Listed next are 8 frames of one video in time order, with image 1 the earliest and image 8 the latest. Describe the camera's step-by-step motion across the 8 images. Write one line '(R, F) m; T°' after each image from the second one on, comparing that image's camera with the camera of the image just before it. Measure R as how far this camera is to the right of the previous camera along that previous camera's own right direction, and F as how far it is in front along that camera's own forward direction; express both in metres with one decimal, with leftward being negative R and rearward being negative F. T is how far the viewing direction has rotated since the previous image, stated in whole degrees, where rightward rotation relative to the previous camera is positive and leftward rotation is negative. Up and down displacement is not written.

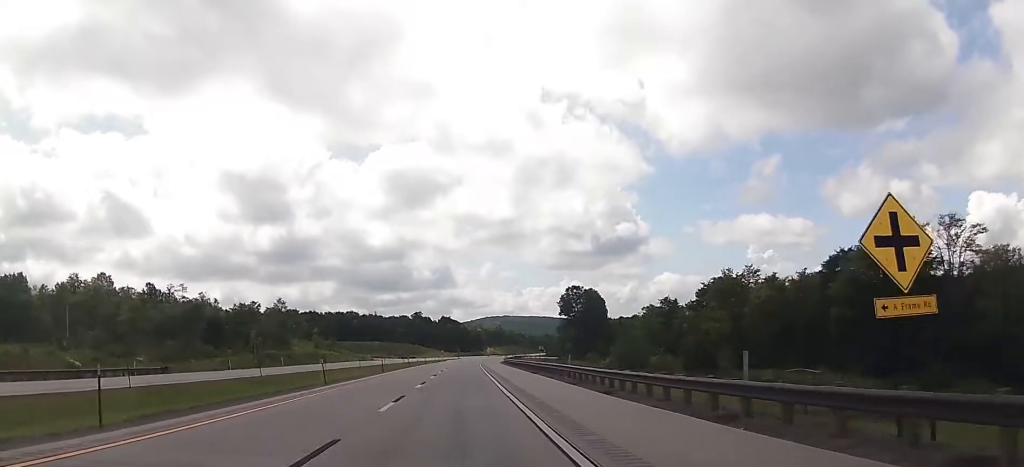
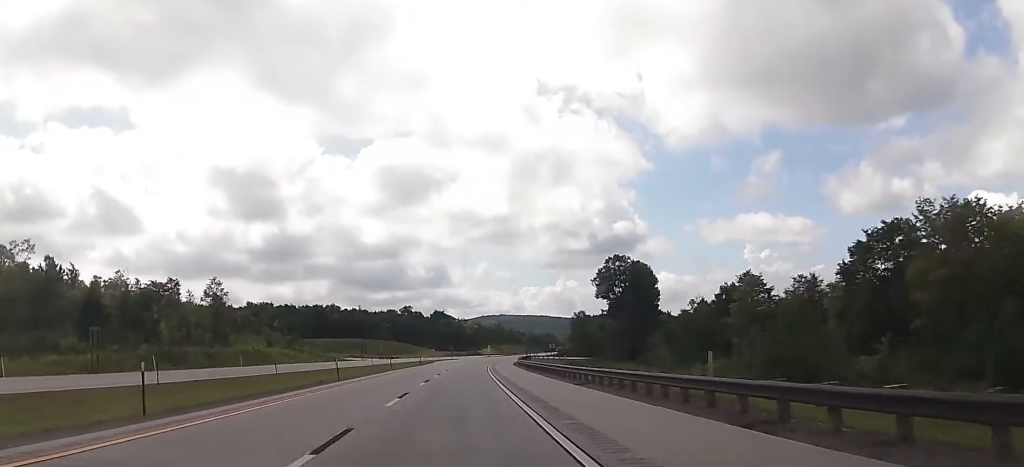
(+0.7, +47.4) m; +1°
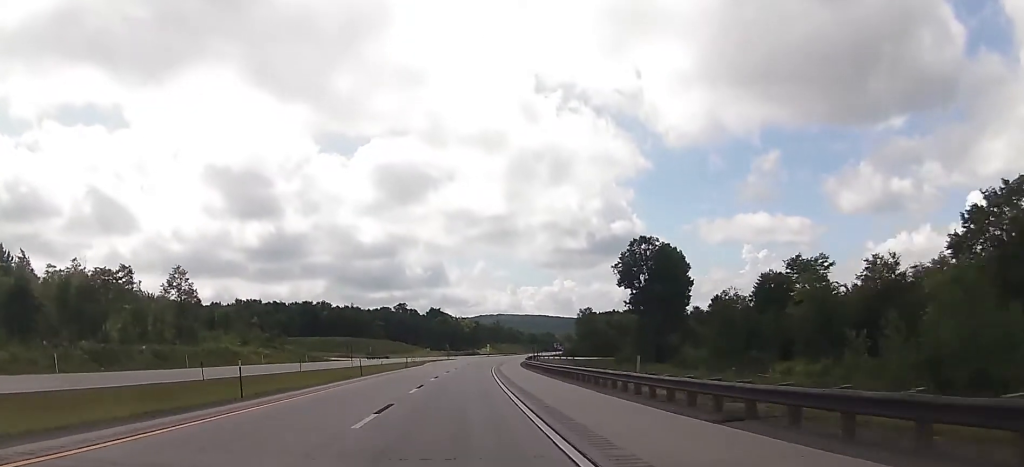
(+0.1, +17.7) m; 0°
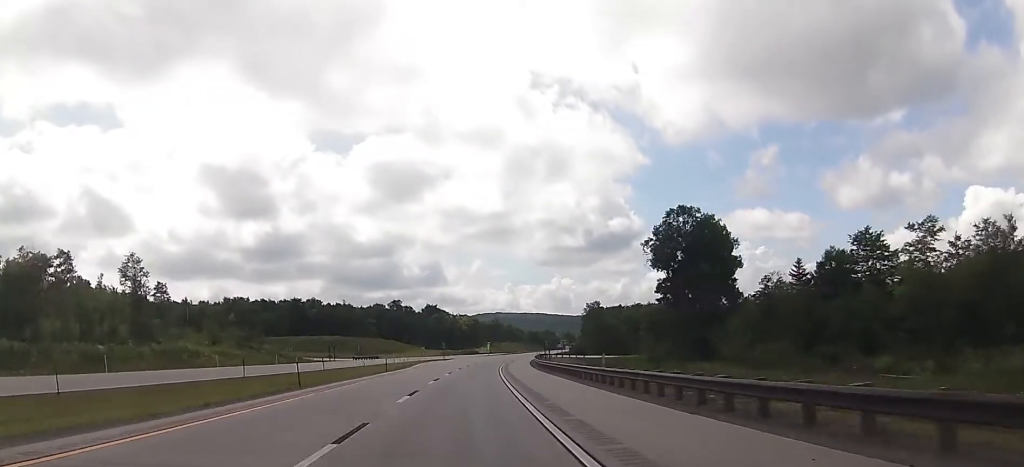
(-0.1, +17.6) m; 0°
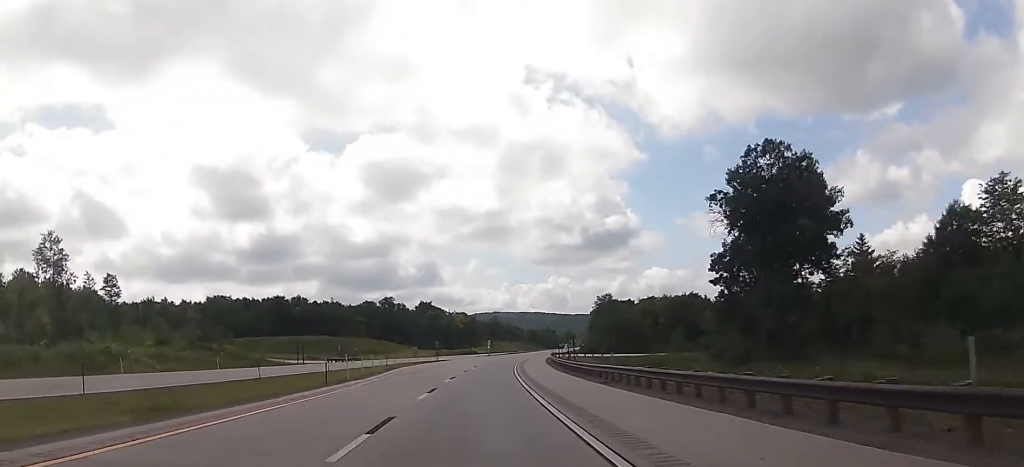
(-0.1, +23.1) m; 0°
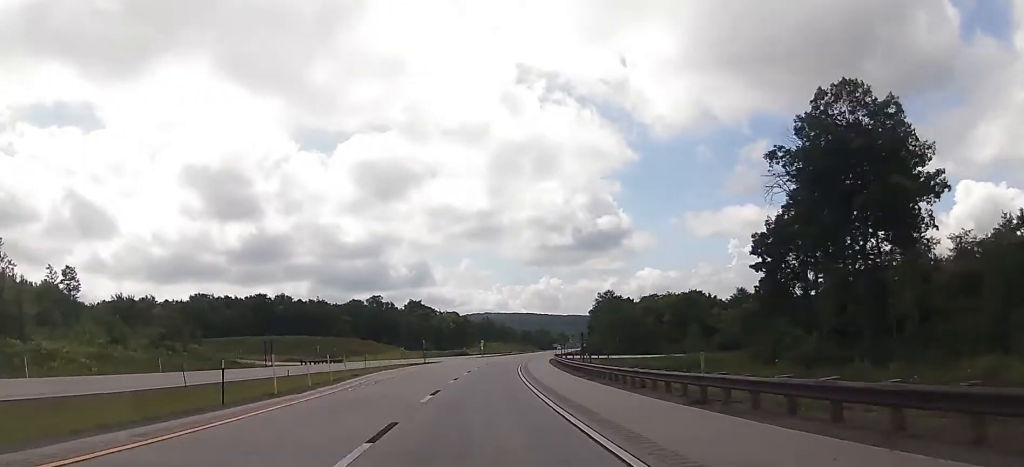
(+0.1, +13.2) m; 0°
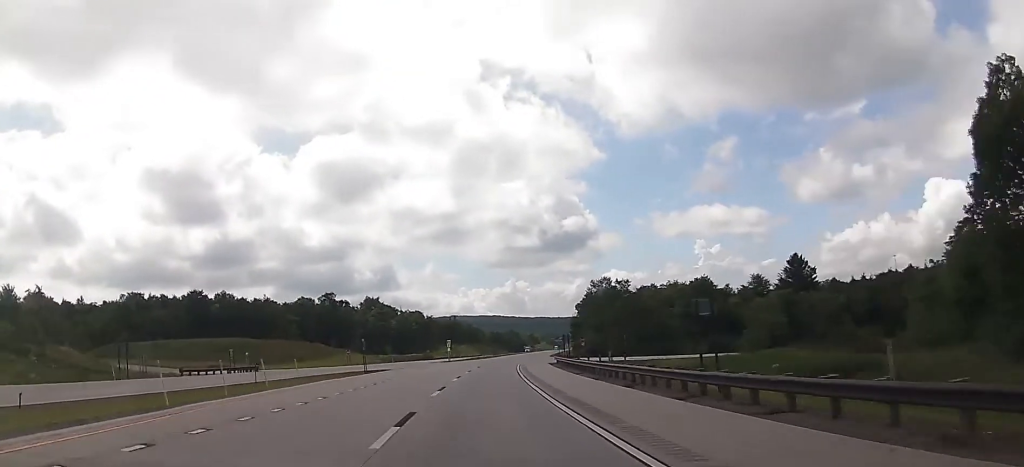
(0.0, +34.1) m; +1°
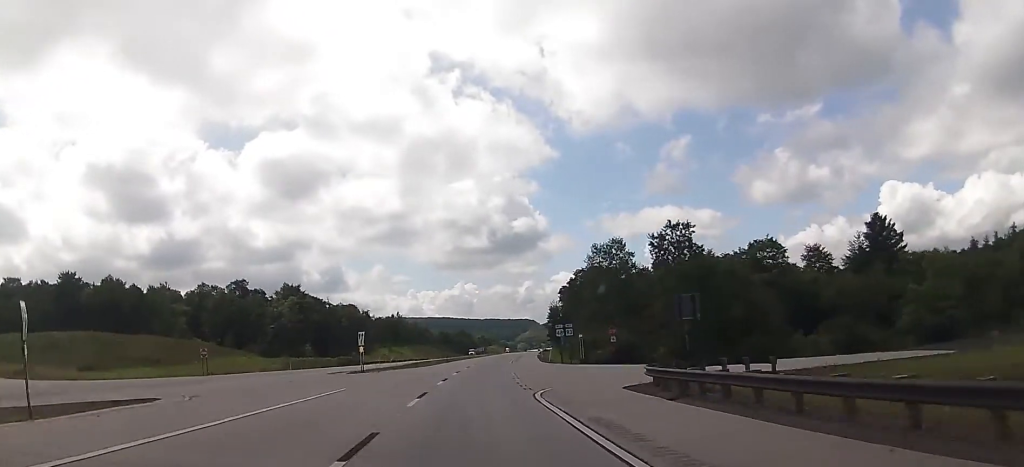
(+1.8, +52.6) m; +4°
